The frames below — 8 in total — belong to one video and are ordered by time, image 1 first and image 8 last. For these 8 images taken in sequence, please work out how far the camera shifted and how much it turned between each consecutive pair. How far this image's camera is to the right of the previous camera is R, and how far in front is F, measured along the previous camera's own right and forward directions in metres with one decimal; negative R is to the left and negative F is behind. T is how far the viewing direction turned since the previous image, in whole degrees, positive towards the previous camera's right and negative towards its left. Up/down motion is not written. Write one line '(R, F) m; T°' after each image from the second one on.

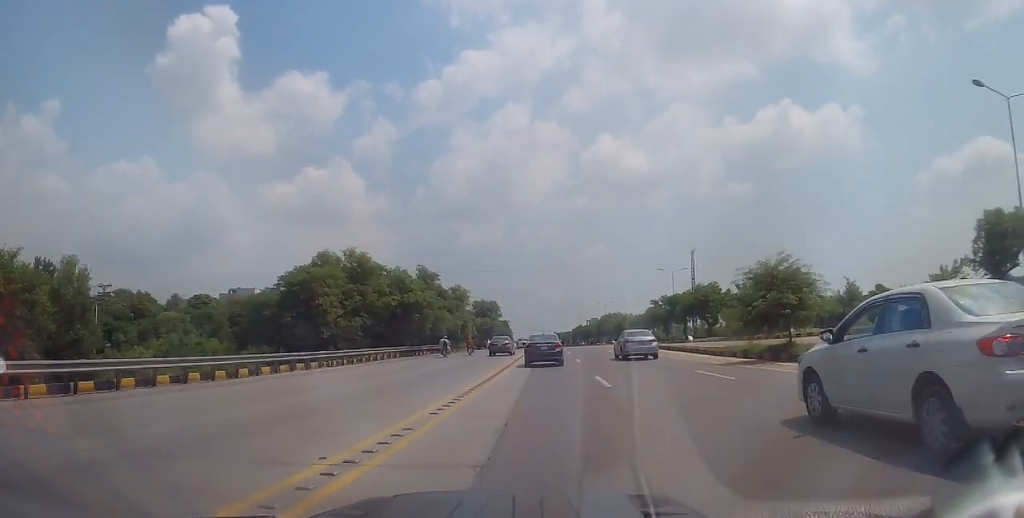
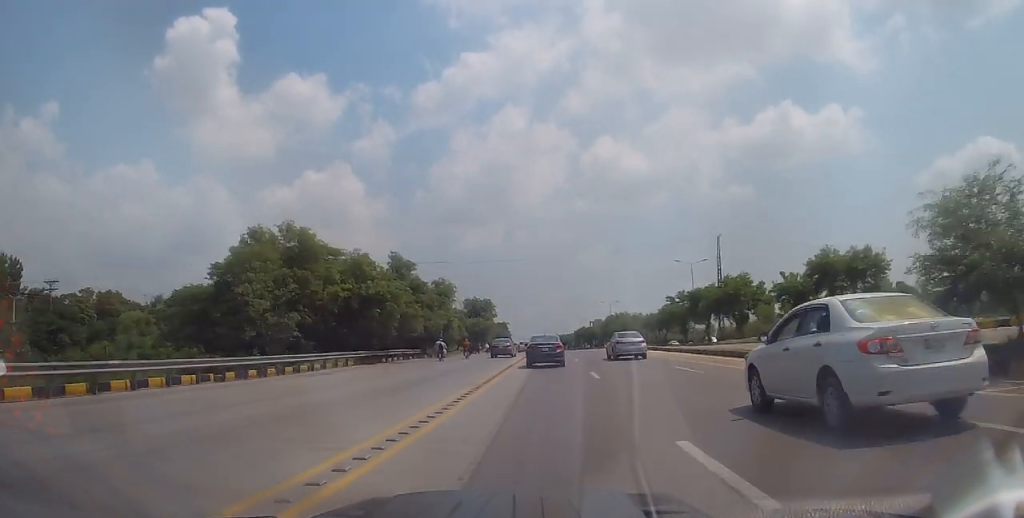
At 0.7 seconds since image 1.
(-0.3, +12.3) m; -1°
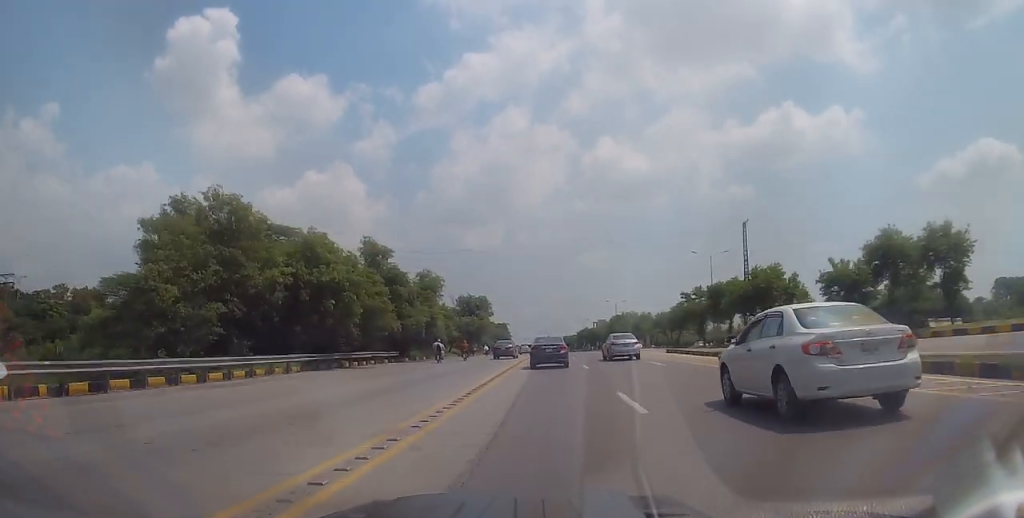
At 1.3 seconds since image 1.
(0.0, +8.9) m; 0°
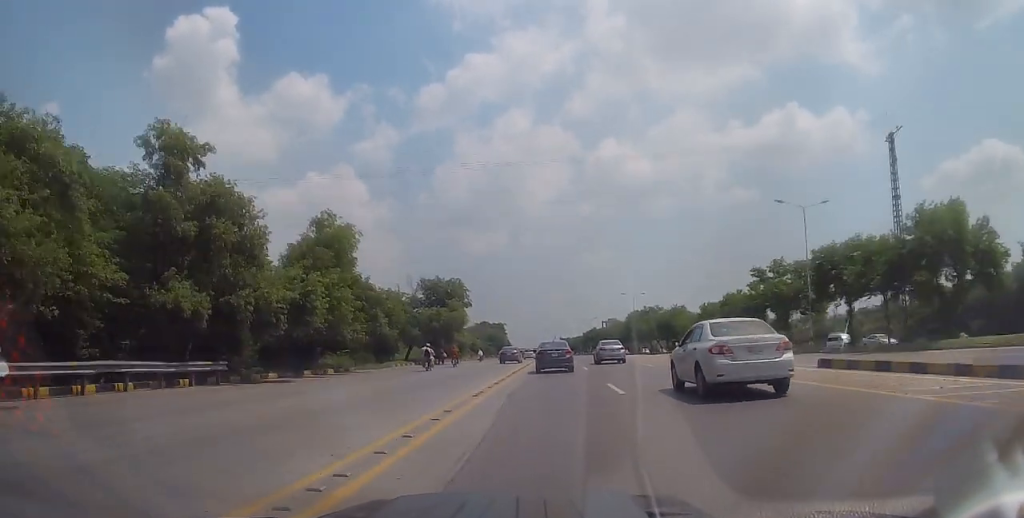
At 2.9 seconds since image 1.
(-0.1, +27.4) m; +1°
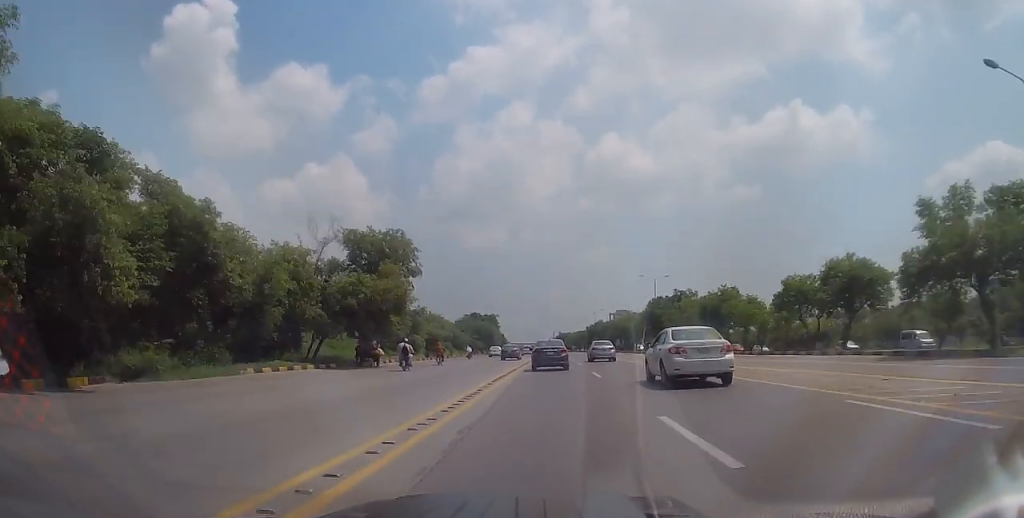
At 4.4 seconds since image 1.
(+0.7, +24.6) m; +1°
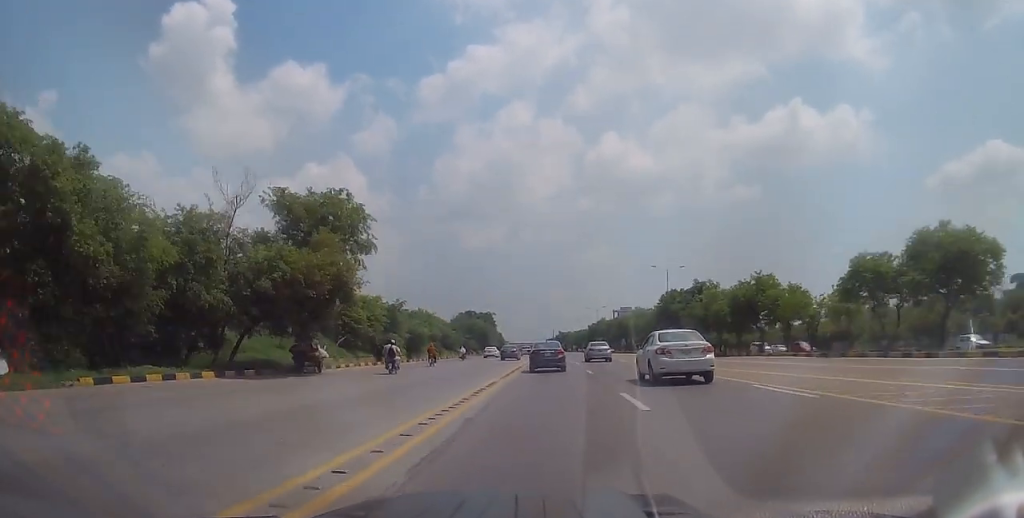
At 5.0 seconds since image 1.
(+0.1, +10.6) m; -1°
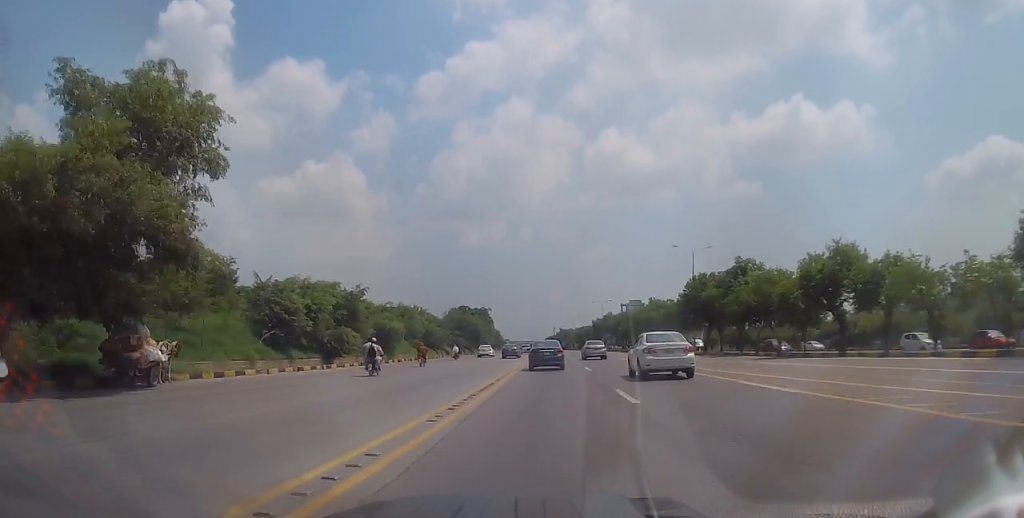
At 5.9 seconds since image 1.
(-0.4, +14.6) m; 0°
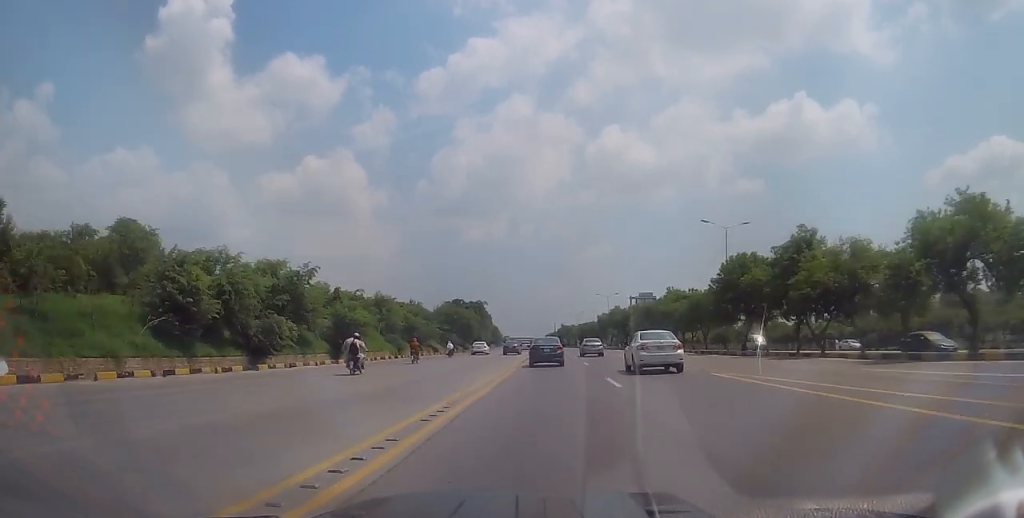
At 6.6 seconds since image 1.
(+0.3, +12.4) m; 0°
